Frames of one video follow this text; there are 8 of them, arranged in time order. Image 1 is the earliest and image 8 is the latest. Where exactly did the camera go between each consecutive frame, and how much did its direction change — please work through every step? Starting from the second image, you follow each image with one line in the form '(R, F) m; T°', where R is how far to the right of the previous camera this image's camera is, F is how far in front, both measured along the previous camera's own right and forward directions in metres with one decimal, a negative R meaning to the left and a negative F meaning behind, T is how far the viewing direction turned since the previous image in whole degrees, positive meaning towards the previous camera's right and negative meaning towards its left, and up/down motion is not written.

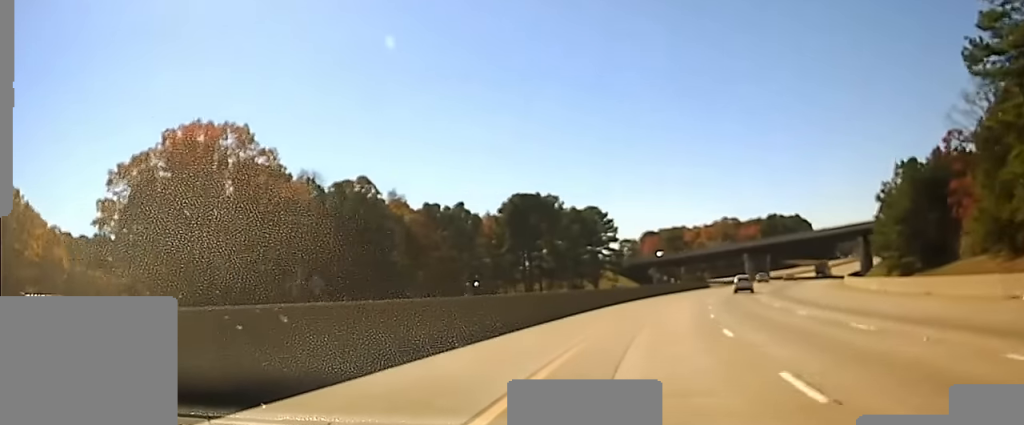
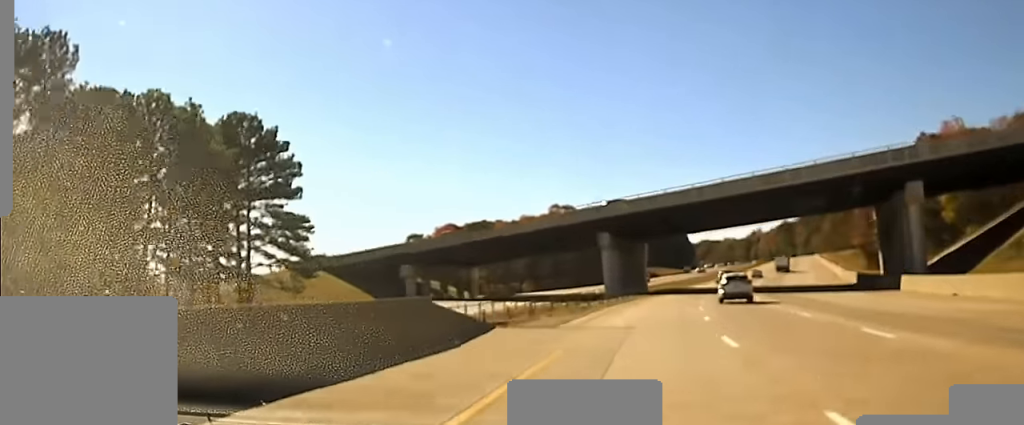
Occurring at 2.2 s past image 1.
(+9.1, +113.2) m; +9°
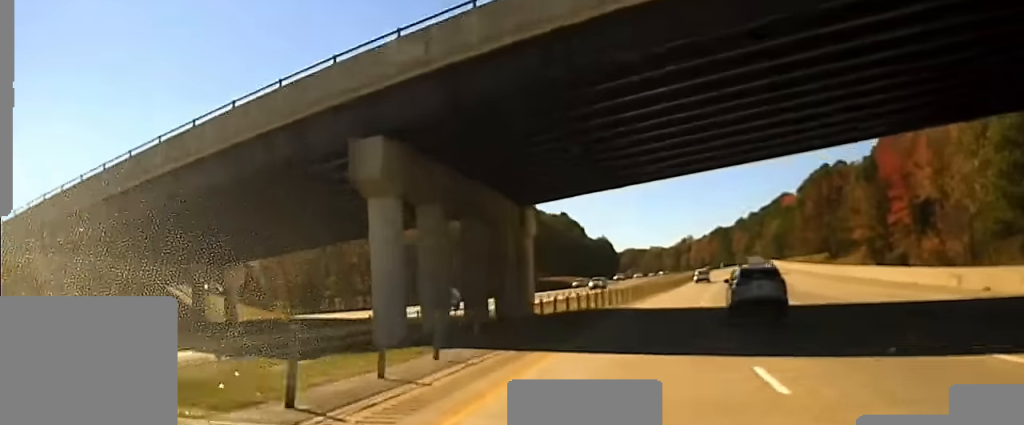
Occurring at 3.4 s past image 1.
(+3.6, +59.7) m; +6°
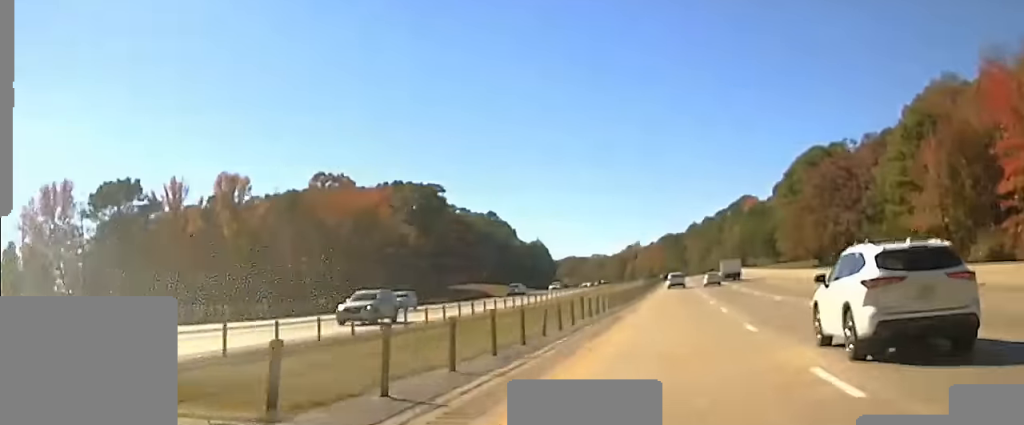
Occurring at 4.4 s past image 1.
(+1.8, +50.7) m; +3°
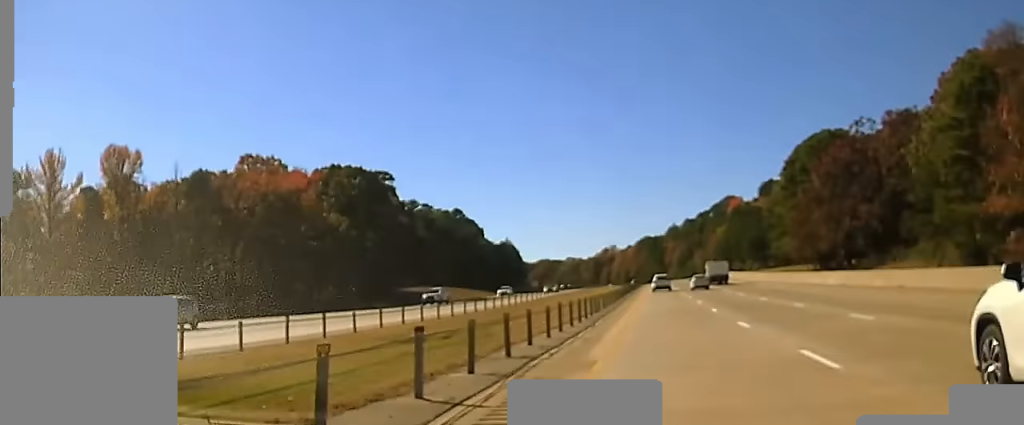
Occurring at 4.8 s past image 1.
(+0.1, +22.7) m; +1°
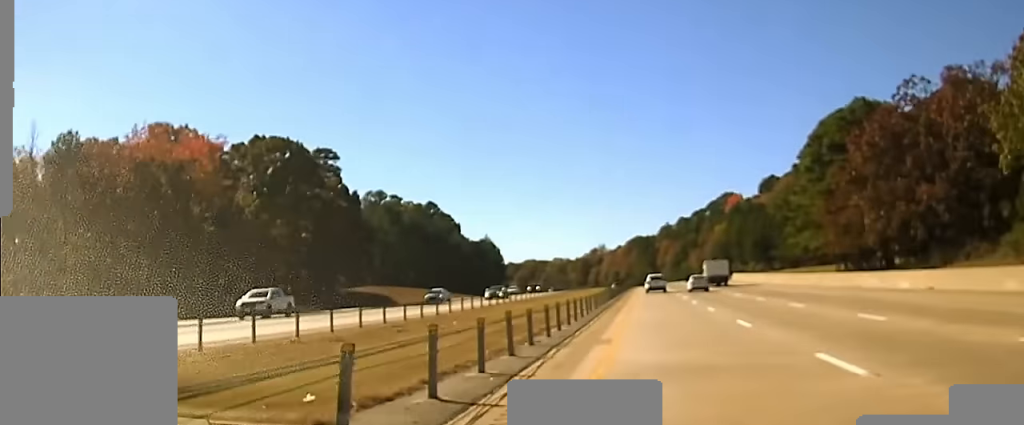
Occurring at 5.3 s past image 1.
(+0.3, +25.3) m; +1°
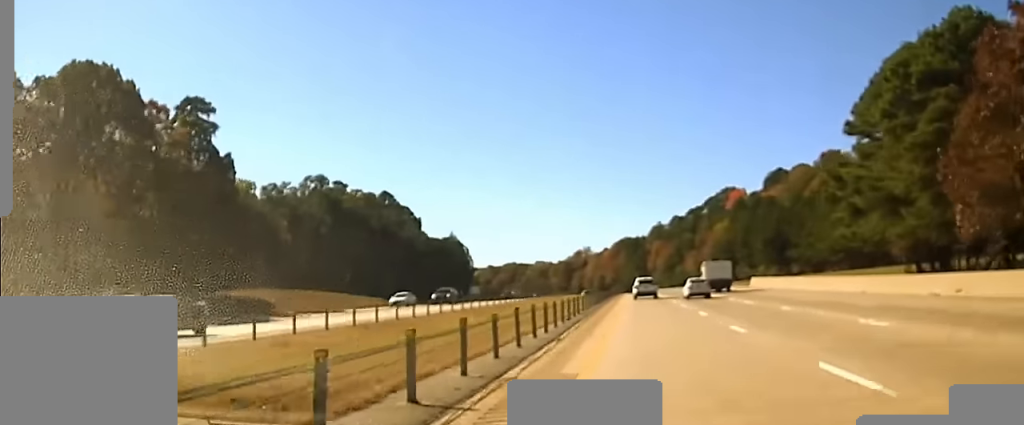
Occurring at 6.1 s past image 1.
(+0.8, +34.9) m; 0°
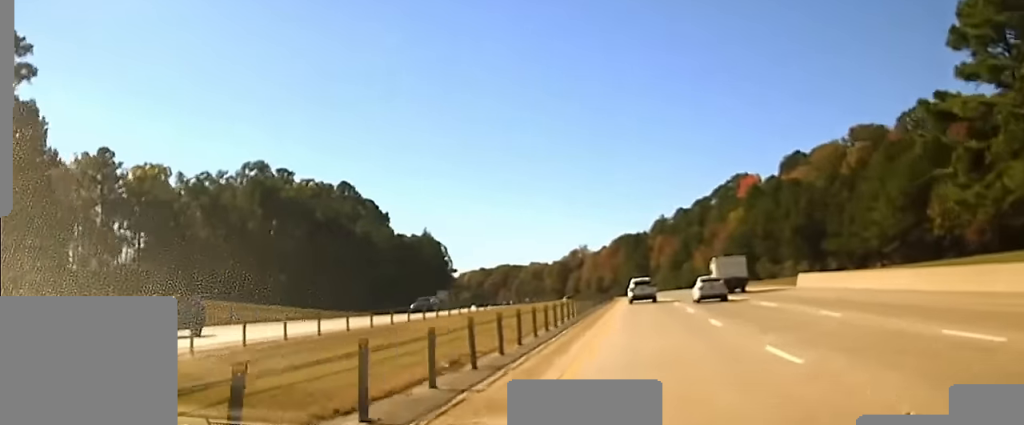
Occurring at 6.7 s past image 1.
(-0.5, +29.9) m; -1°
